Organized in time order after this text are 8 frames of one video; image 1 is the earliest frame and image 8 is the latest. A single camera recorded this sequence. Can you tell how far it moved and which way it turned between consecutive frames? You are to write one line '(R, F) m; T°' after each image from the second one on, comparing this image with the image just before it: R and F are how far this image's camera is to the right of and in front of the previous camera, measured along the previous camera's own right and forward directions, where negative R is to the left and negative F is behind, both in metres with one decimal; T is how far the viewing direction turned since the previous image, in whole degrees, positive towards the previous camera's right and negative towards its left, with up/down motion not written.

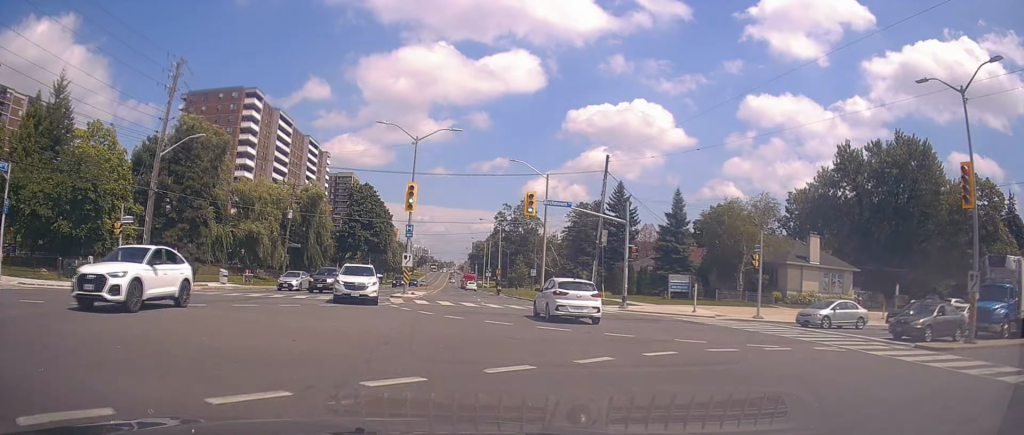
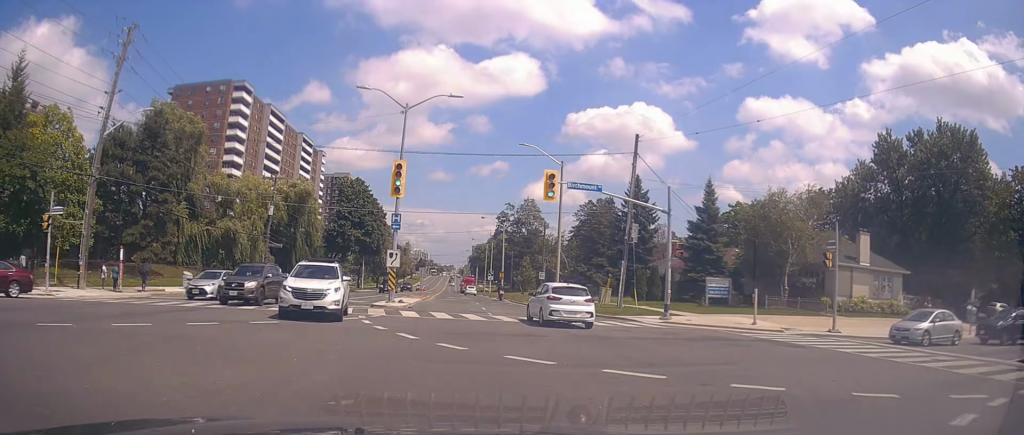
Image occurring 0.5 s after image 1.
(+0.3, +7.0) m; +1°
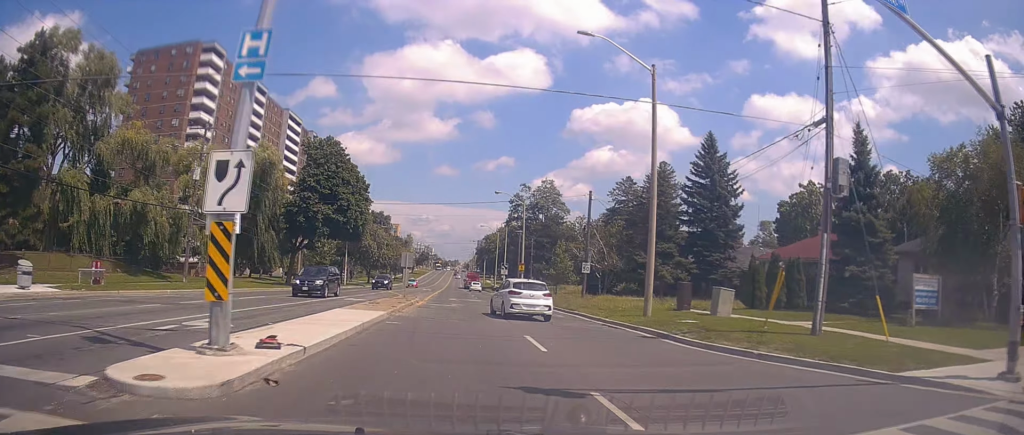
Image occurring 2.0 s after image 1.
(+0.1, +19.2) m; -4°
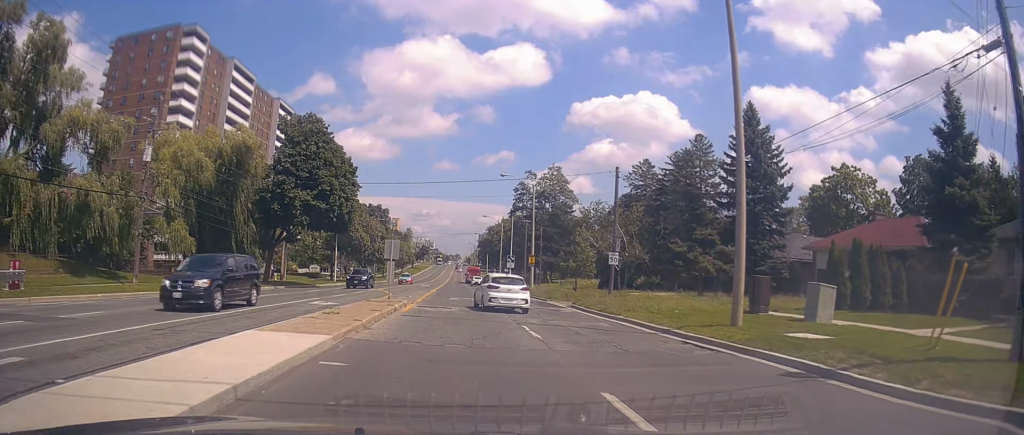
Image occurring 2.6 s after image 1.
(-0.6, +7.4) m; 0°
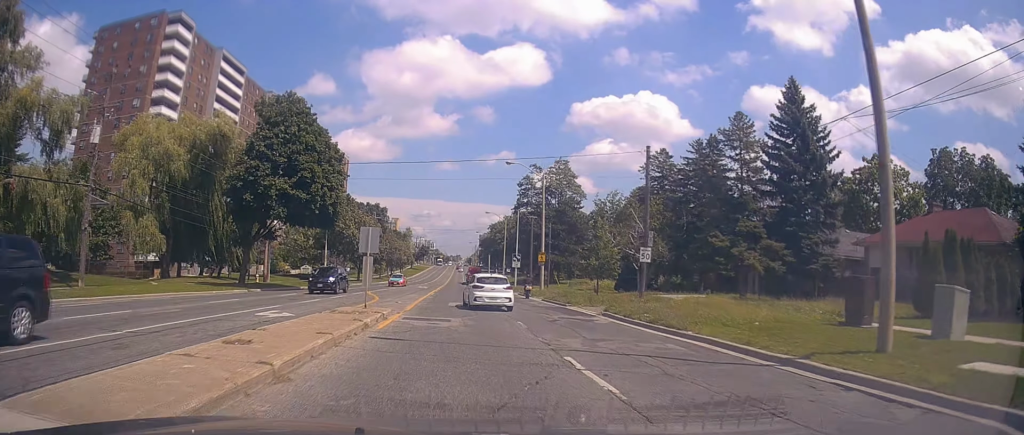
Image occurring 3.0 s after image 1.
(-0.4, +6.0) m; 0°
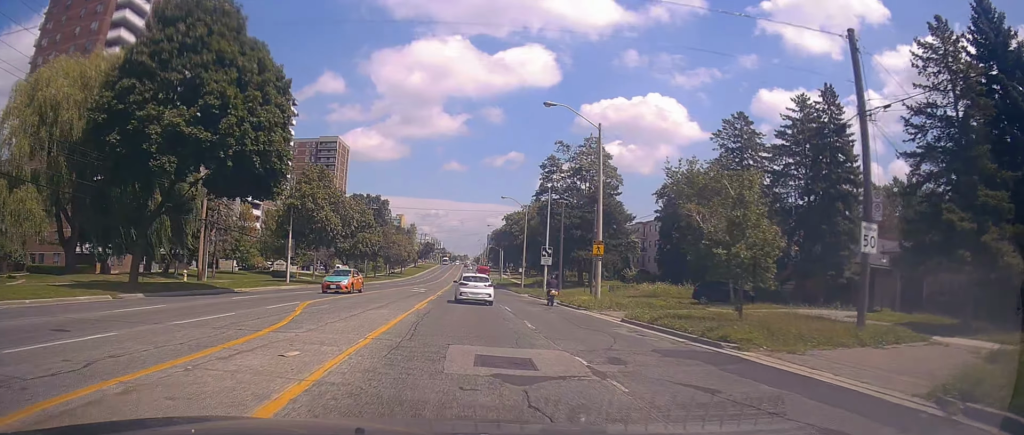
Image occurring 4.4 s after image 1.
(+1.4, +17.1) m; +4°
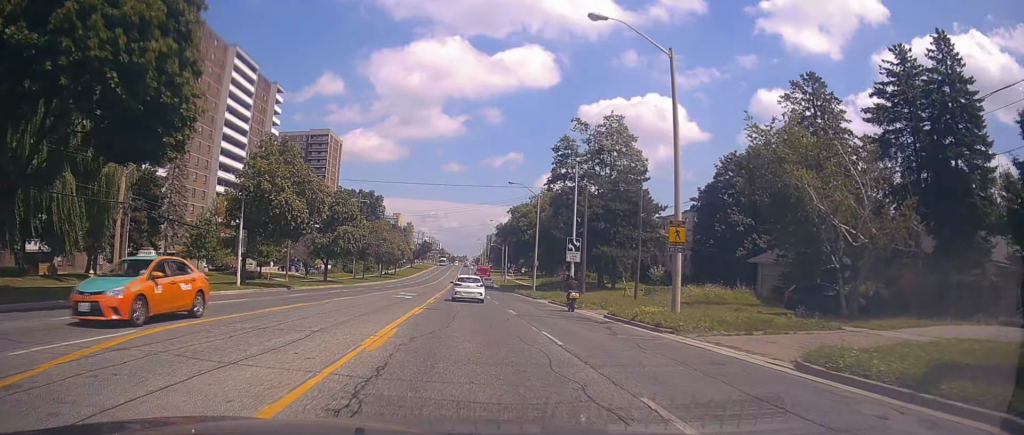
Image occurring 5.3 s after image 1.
(-0.1, +11.7) m; -1°
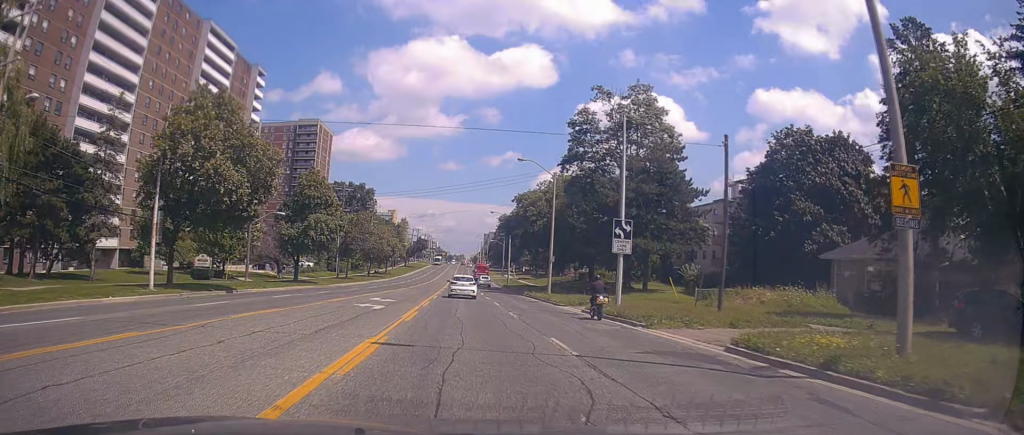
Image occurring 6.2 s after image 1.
(-0.3, +11.6) m; -1°
